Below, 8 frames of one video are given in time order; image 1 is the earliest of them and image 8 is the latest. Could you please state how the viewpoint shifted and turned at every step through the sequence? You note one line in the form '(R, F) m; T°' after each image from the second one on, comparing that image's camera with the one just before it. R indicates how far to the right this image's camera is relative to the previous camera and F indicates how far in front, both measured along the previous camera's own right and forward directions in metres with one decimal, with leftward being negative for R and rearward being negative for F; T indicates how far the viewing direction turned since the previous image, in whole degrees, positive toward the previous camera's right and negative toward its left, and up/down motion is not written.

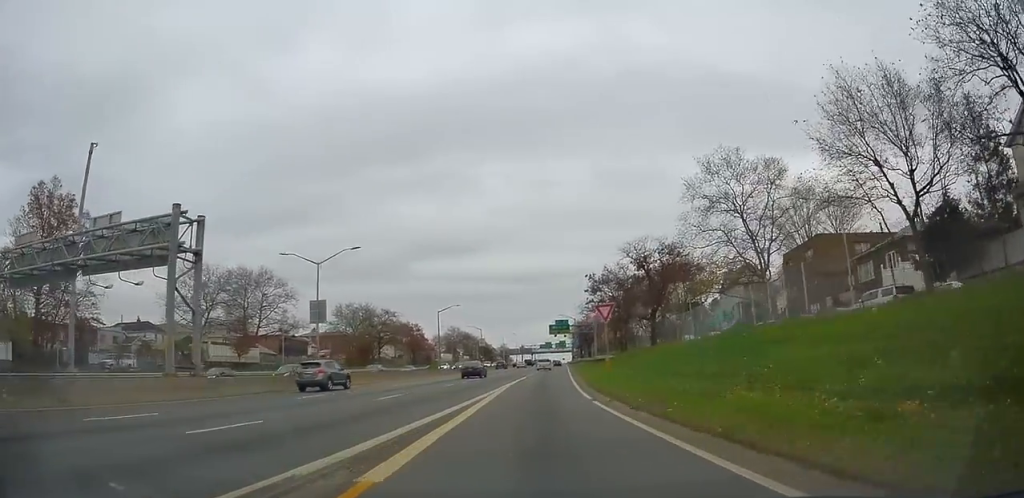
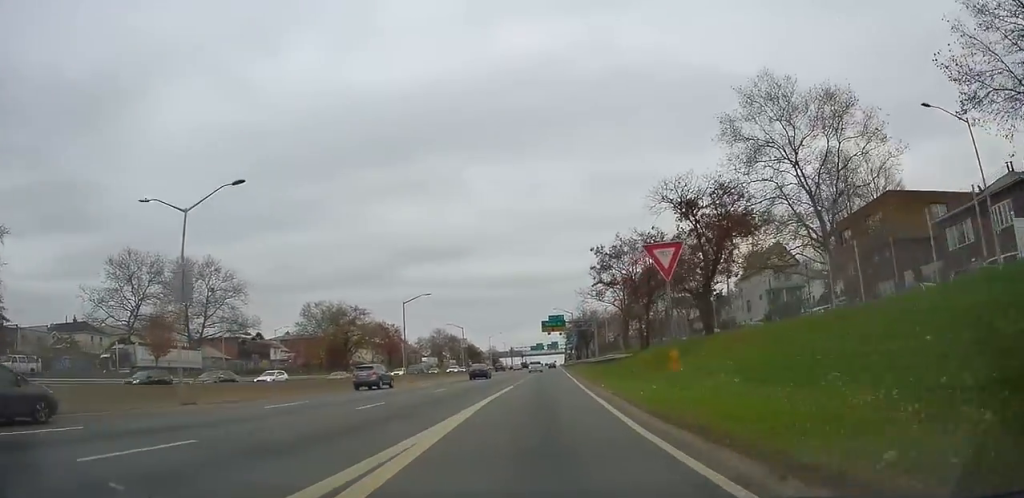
(+0.5, +14.3) m; +2°
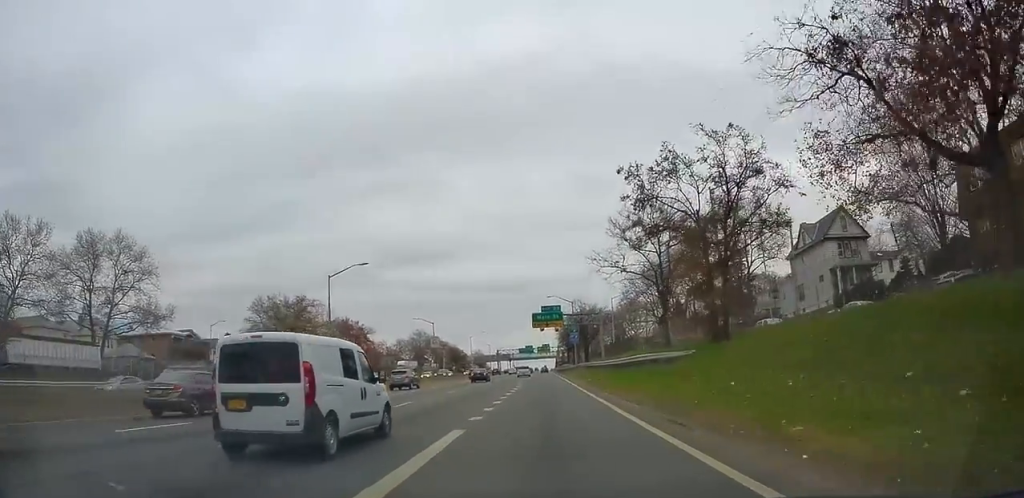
(0.0, +19.5) m; +1°
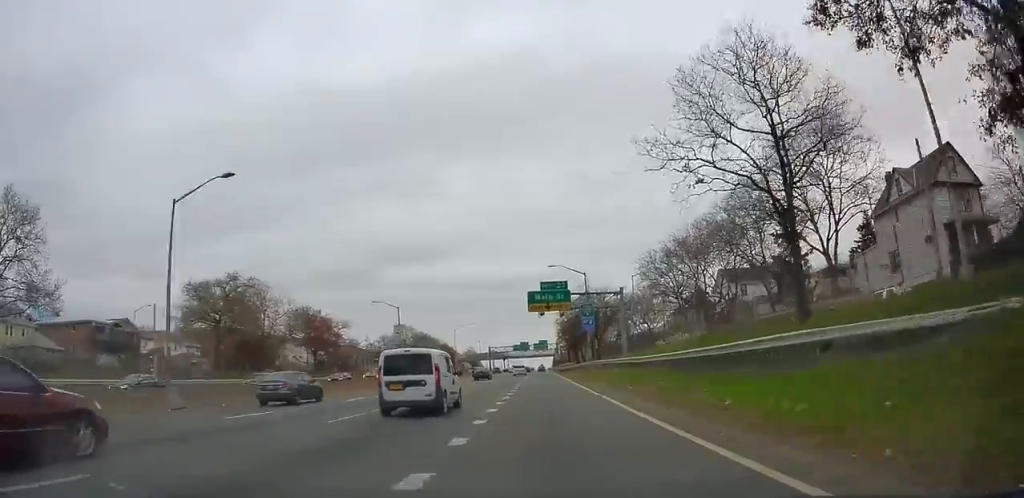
(+0.4, +18.8) m; 0°
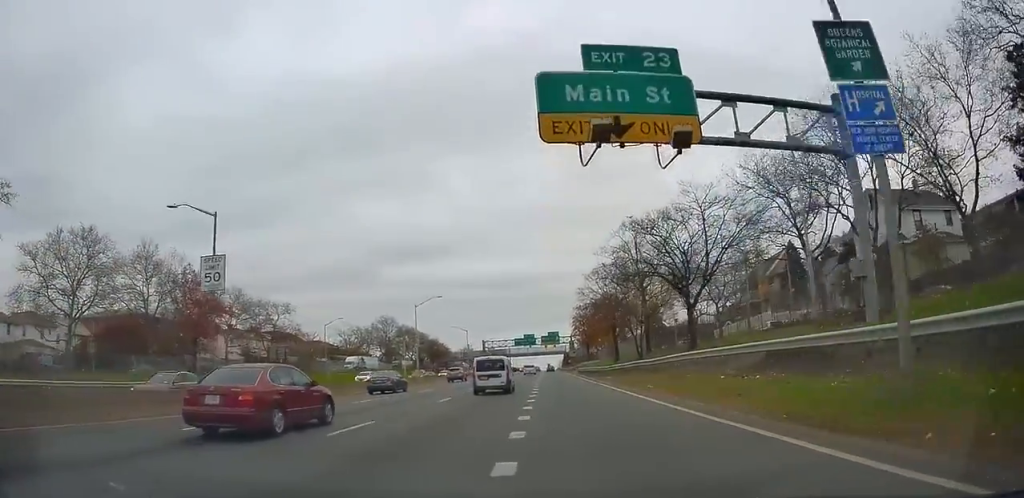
(-0.1, +37.8) m; +1°
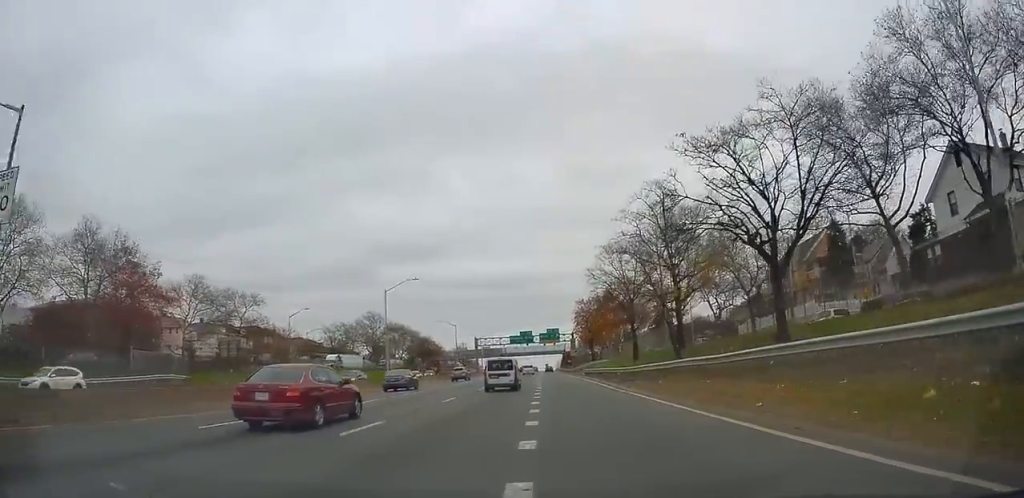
(0.0, +11.9) m; 0°
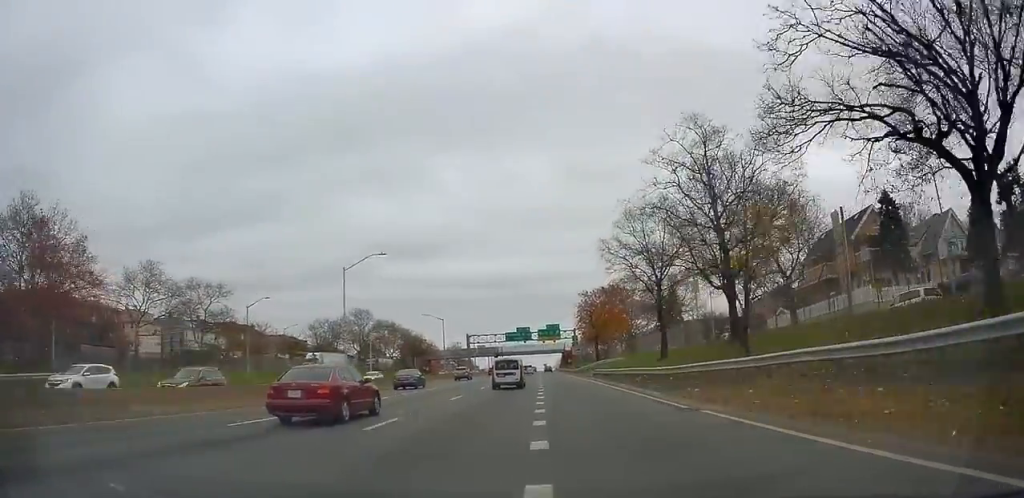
(0.0, +10.7) m; 0°
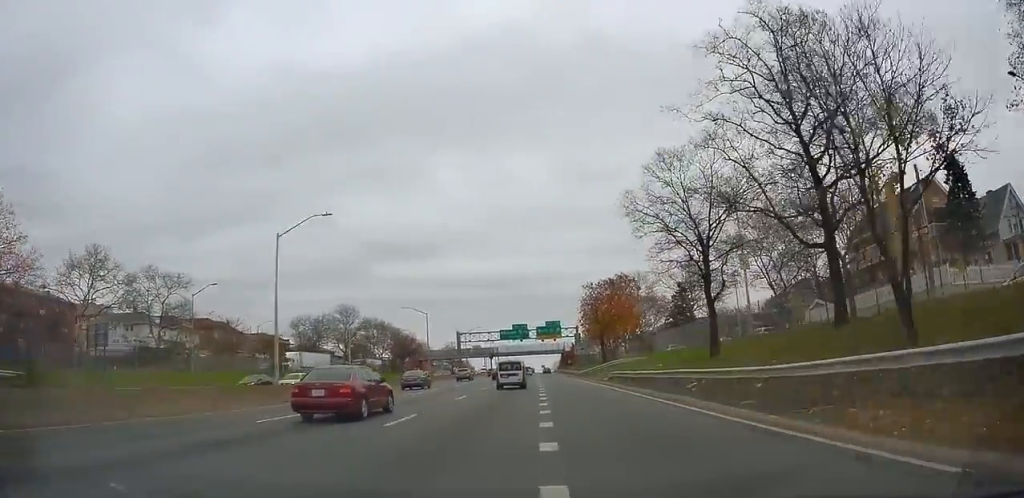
(0.0, +10.5) m; 0°
